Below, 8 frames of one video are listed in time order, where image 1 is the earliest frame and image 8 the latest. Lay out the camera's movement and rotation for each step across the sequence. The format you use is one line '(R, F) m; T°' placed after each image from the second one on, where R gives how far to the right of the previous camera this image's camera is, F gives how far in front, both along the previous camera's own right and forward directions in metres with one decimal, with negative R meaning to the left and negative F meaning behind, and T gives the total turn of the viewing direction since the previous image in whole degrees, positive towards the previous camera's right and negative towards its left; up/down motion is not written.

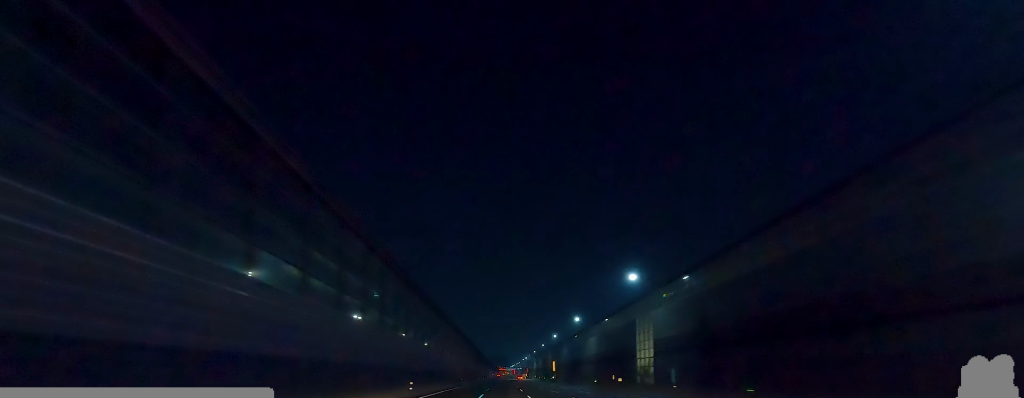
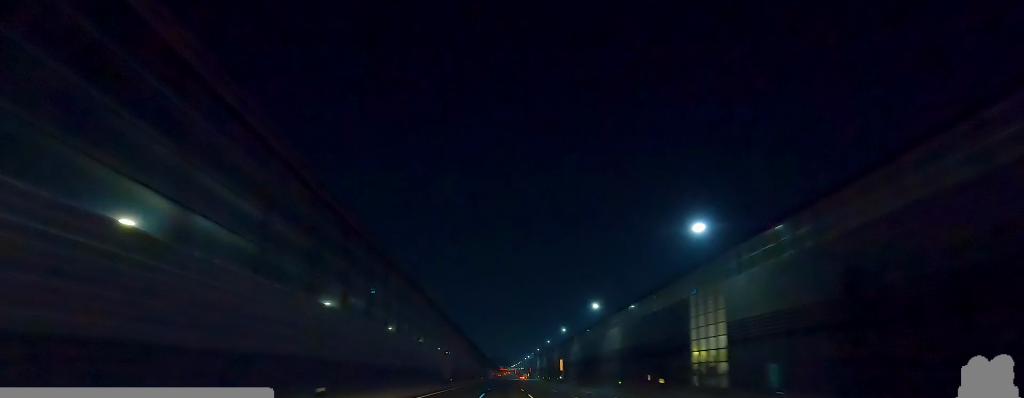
(-0.4, +19.3) m; -1°
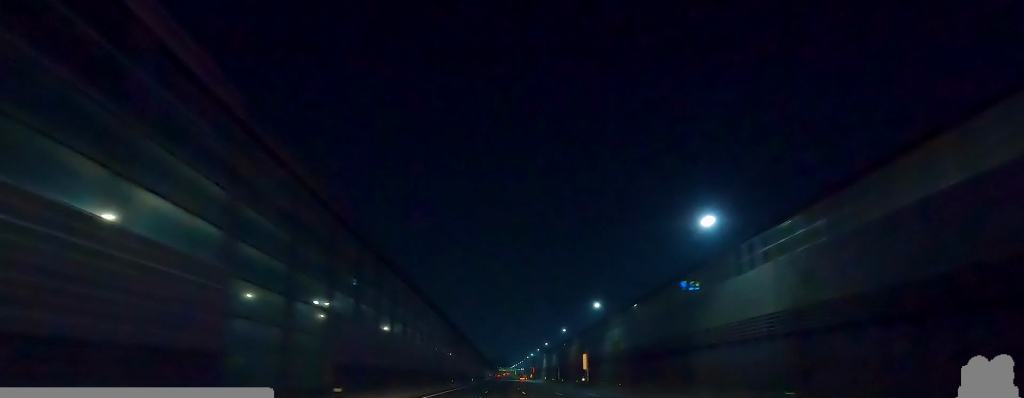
(+0.5, +46.0) m; +2°
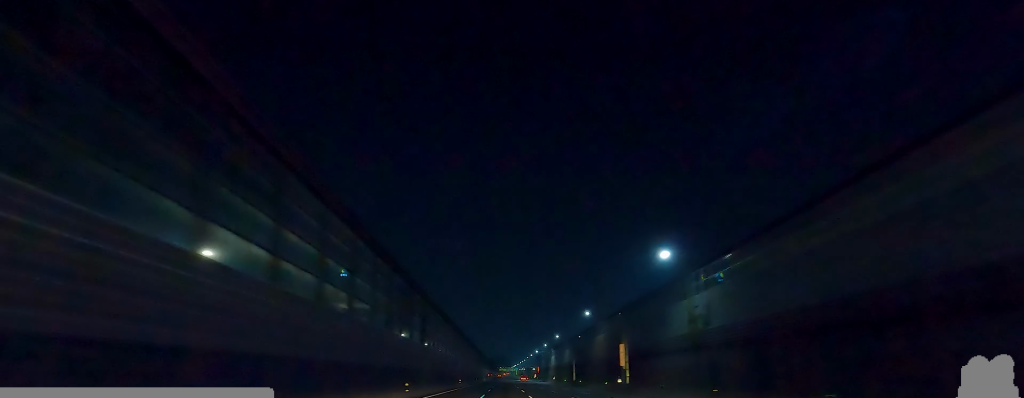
(+0.1, +33.9) m; 0°
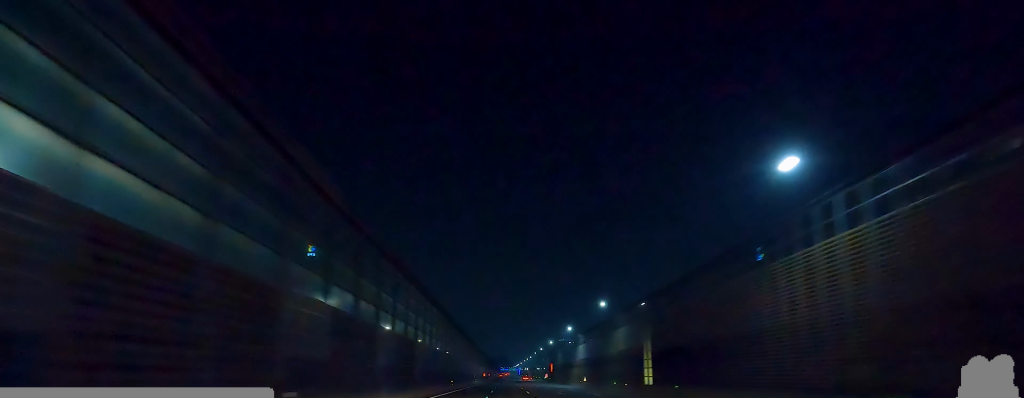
(0.0, +64.4) m; 0°
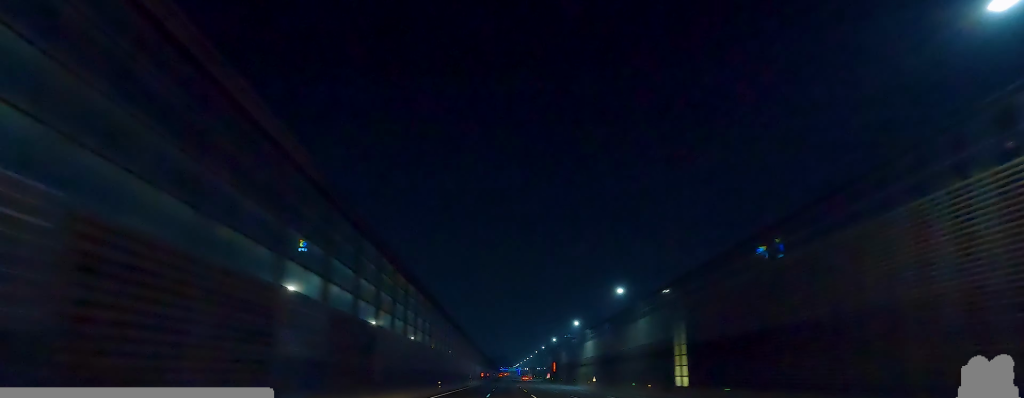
(0.0, +12.1) m; 0°
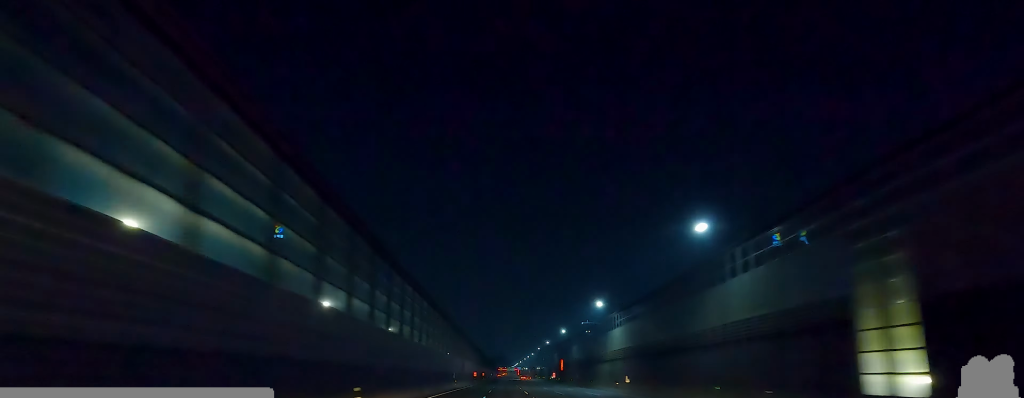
(0.0, +28.1) m; -2°
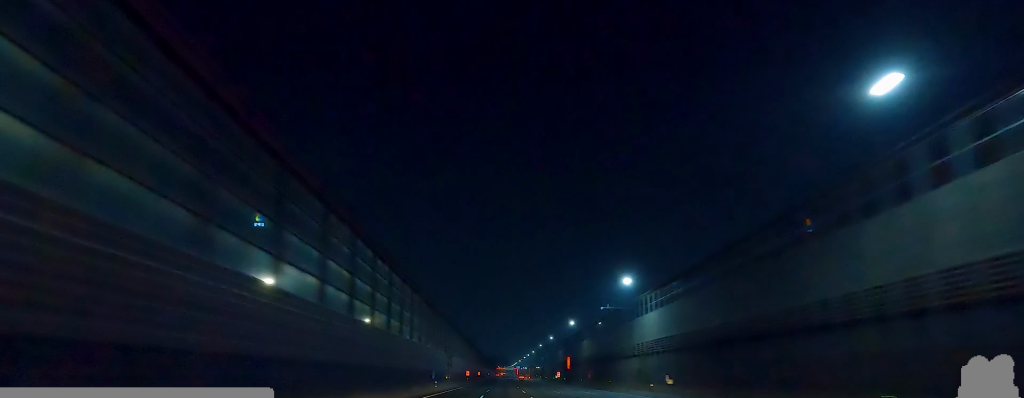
(-0.1, +19.0) m; -1°
